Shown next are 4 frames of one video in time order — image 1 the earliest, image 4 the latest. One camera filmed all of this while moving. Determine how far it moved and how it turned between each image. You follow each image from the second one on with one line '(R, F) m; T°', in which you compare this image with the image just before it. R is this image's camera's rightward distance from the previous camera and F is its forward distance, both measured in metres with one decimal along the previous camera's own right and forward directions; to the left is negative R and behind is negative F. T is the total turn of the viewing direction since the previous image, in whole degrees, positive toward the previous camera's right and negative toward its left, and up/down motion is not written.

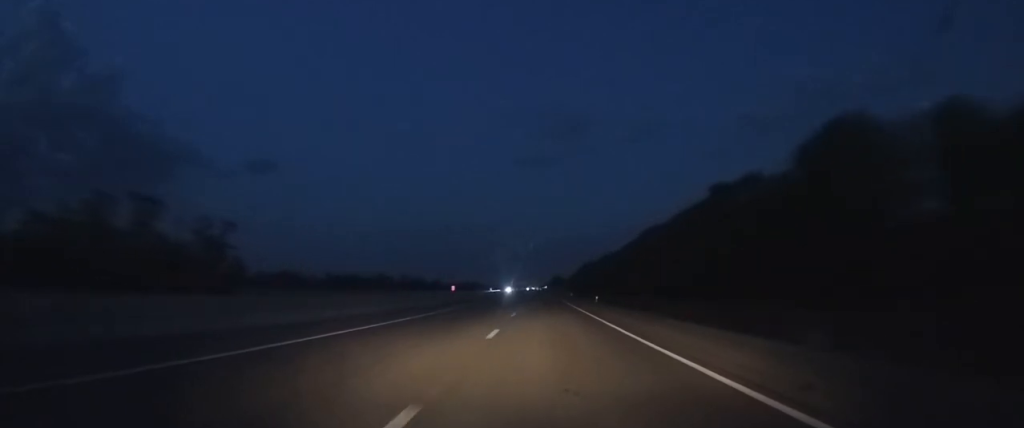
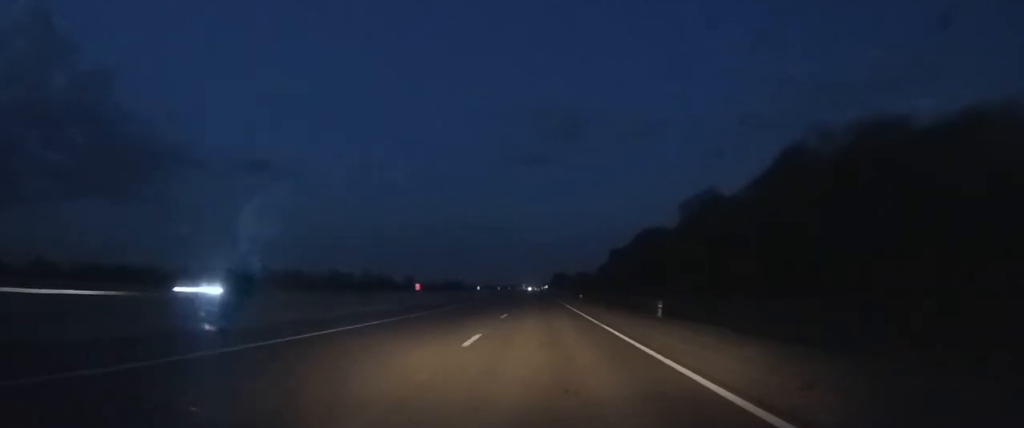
(0.0, +118.3) m; 0°
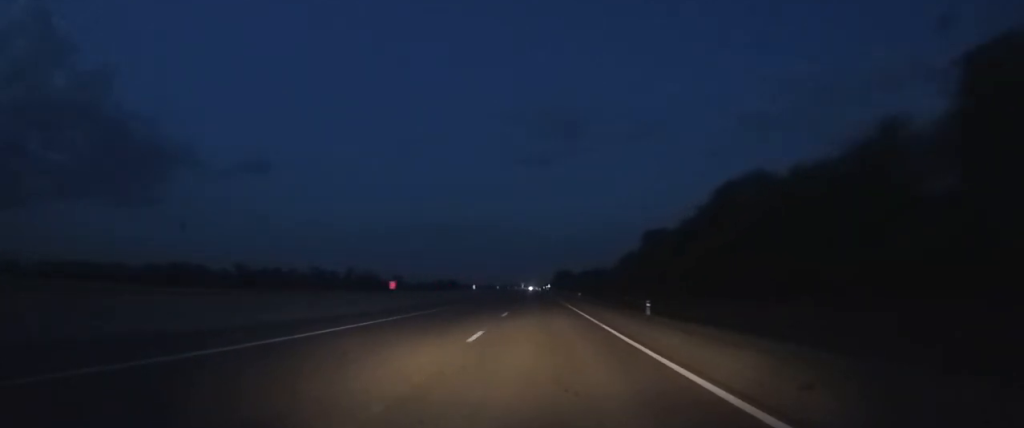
(0.0, +43.4) m; 0°
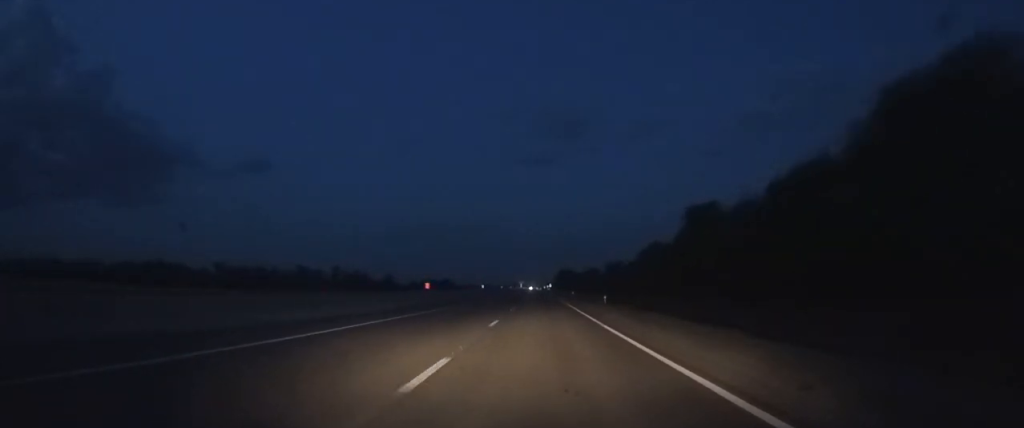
(-0.1, +34.0) m; 0°
